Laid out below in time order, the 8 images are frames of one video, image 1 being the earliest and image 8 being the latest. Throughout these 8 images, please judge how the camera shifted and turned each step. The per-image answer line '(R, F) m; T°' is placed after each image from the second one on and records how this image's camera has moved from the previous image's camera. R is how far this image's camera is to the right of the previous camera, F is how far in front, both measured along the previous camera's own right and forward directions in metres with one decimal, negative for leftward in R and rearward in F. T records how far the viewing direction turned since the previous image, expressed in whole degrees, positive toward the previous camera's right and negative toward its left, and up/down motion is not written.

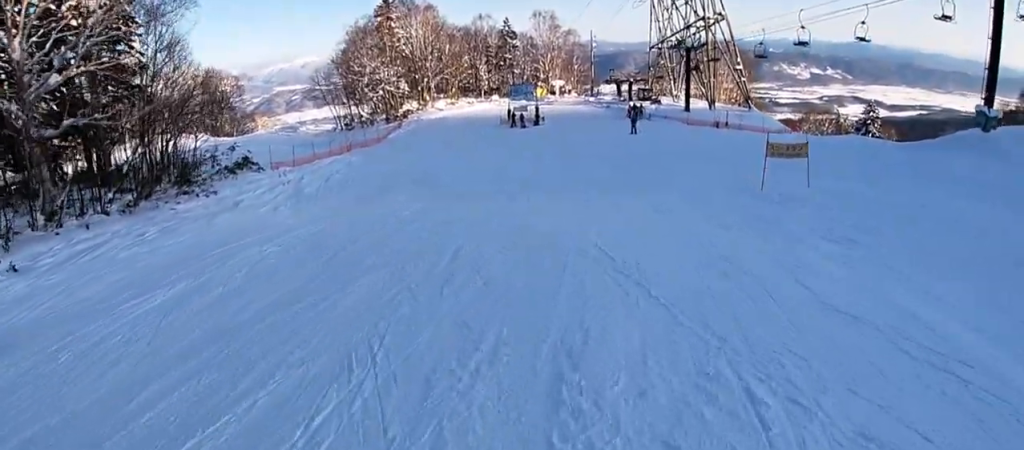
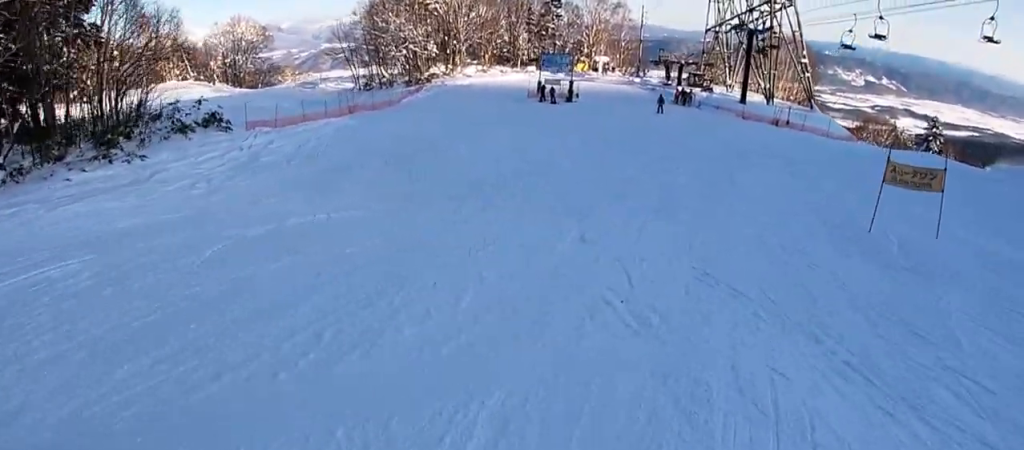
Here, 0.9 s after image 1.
(+0.5, +7.9) m; -1°
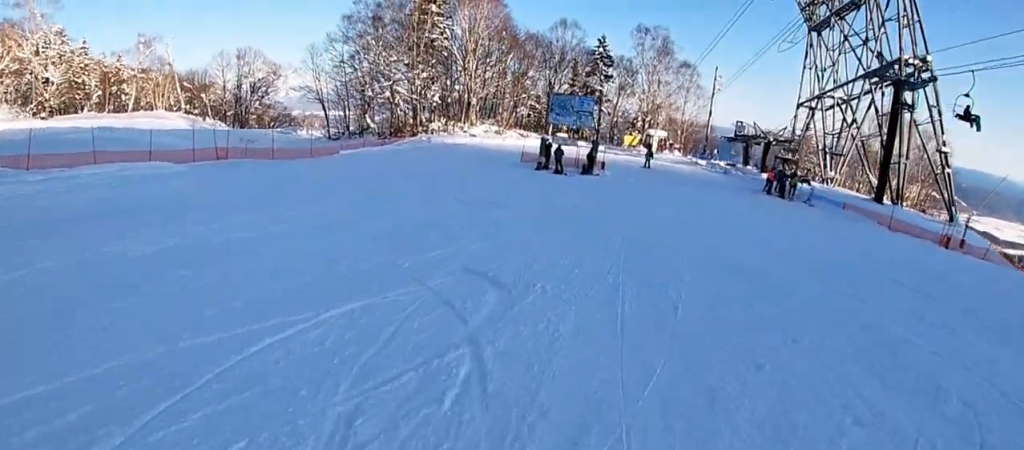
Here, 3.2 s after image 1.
(0.0, +22.5) m; -1°
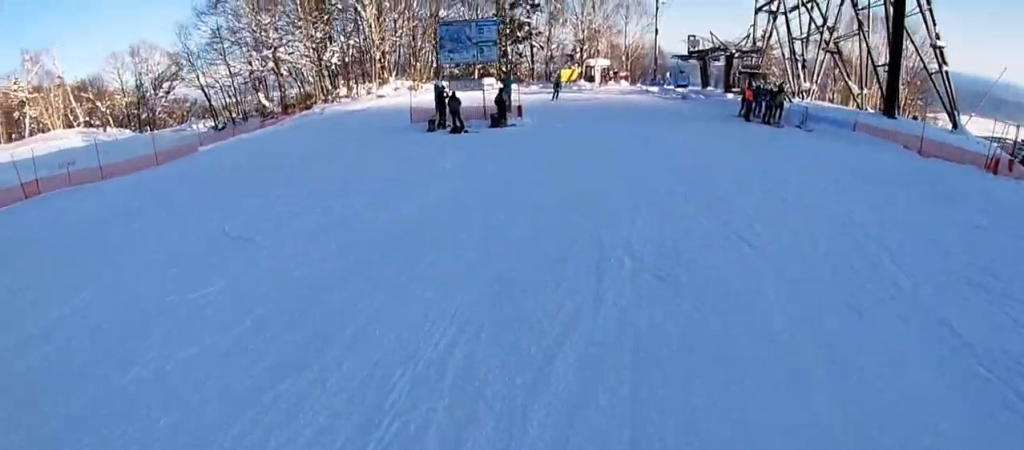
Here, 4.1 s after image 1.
(-1.0, +8.2) m; -5°
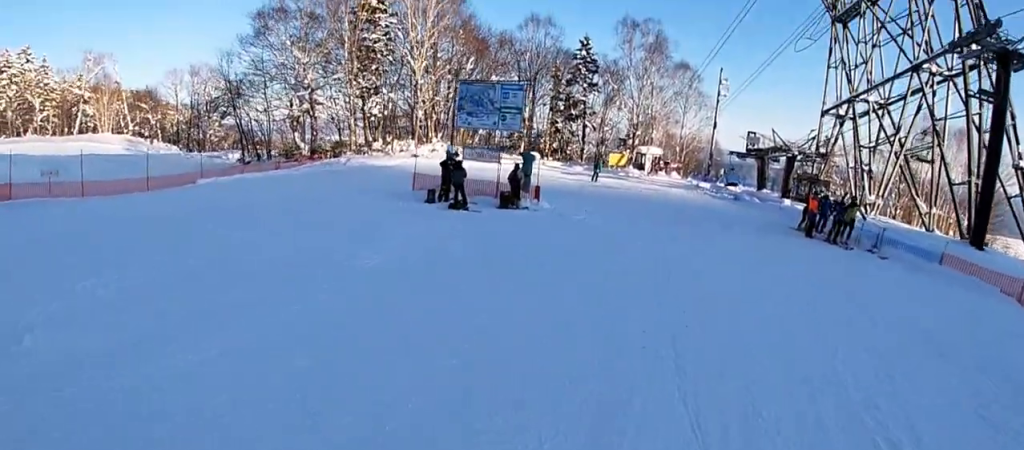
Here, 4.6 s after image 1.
(+0.1, +4.2) m; 0°
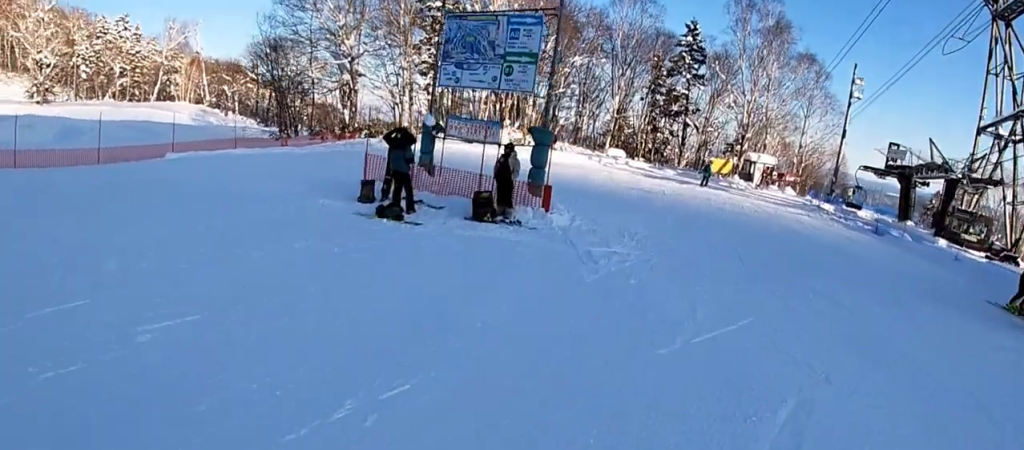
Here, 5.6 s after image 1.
(0.0, +8.7) m; 0°
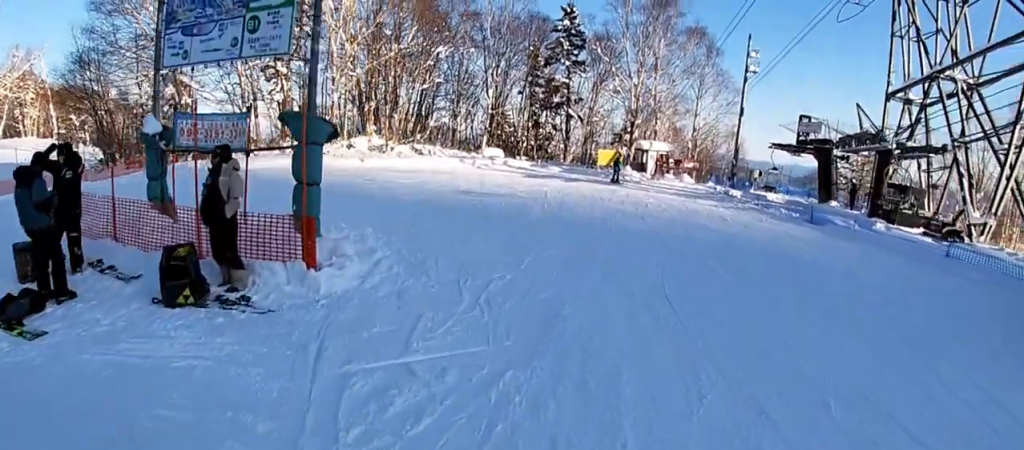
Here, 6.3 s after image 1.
(-0.1, +5.4) m; -1°
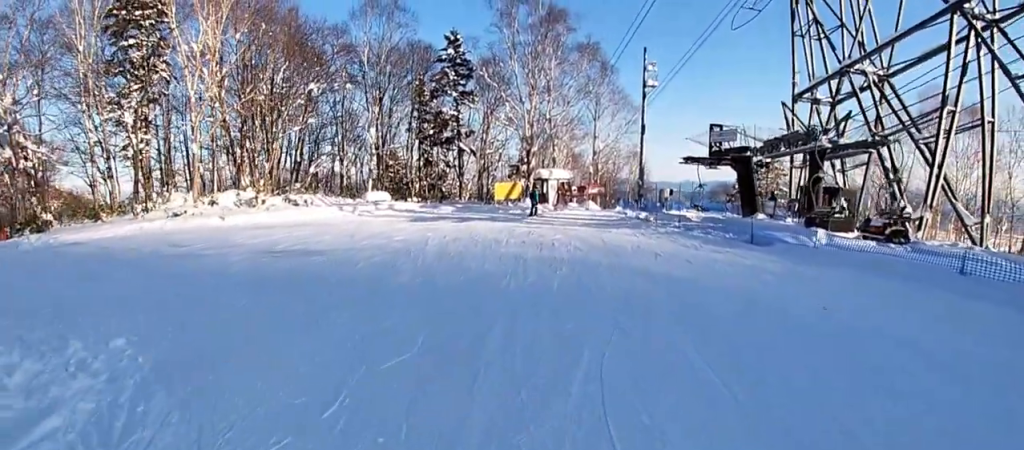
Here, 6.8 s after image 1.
(+0.2, +3.7) m; -3°
